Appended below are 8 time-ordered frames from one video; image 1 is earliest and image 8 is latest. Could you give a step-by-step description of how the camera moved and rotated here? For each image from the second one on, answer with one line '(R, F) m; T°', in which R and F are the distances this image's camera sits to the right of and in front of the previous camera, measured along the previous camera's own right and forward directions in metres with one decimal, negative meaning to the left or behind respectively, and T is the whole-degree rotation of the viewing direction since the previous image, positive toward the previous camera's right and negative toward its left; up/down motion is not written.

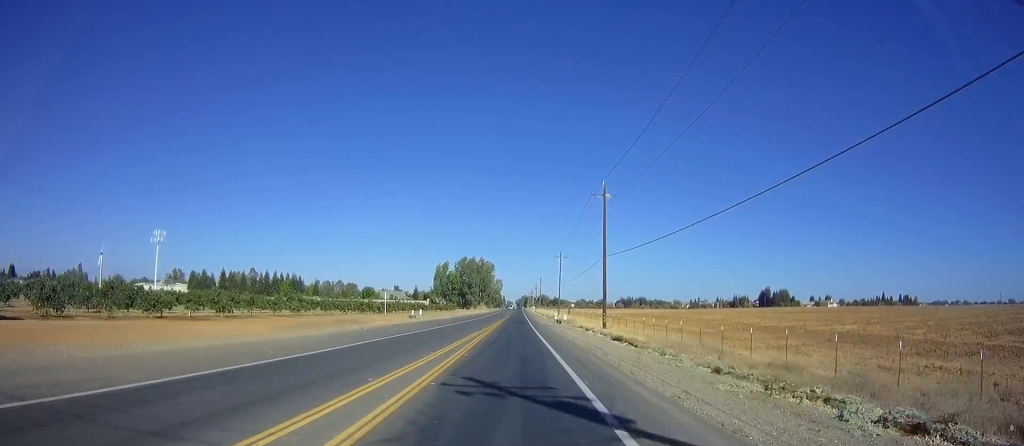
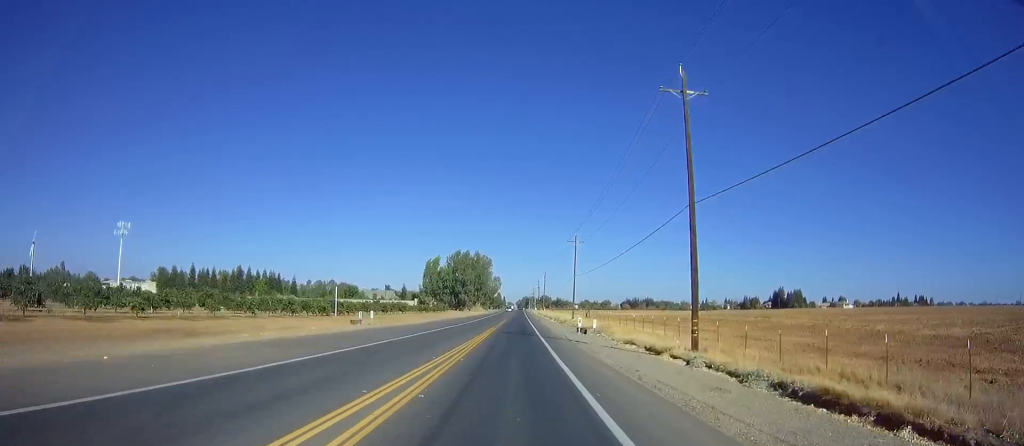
(0.0, +23.9) m; 0°
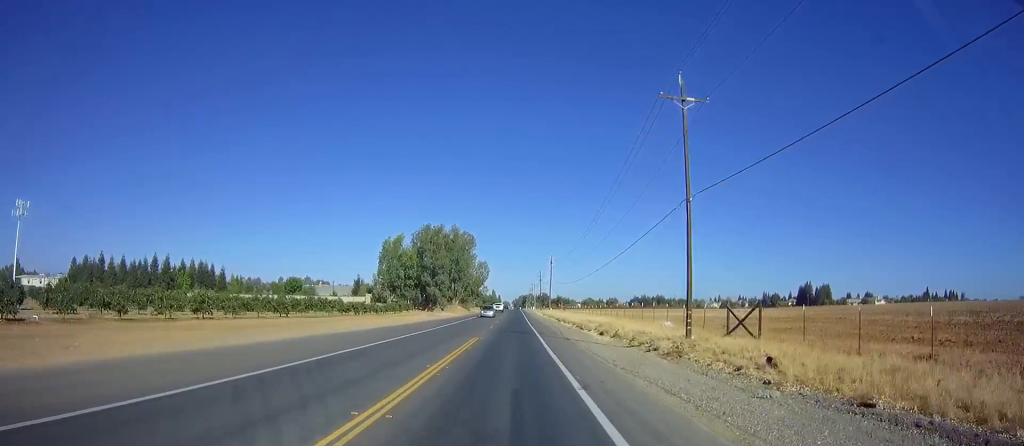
(+0.2, +50.5) m; 0°
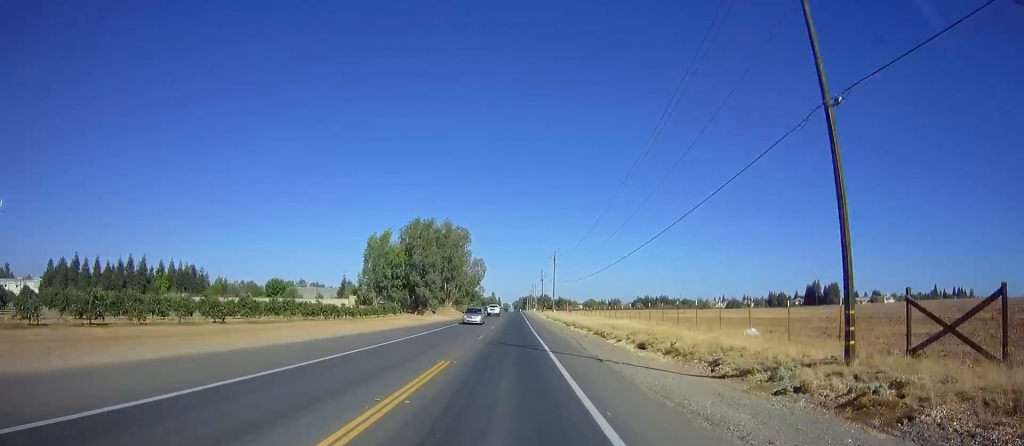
(0.0, +11.7) m; 0°
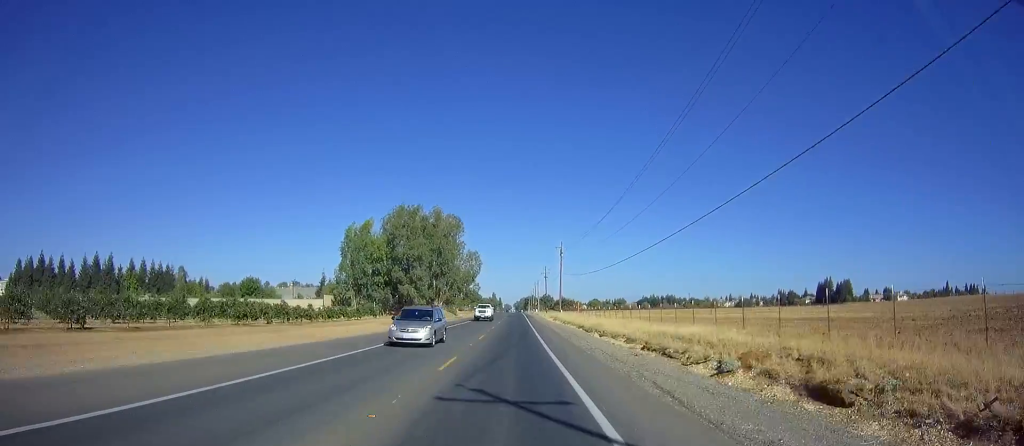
(-0.1, +15.0) m; 0°
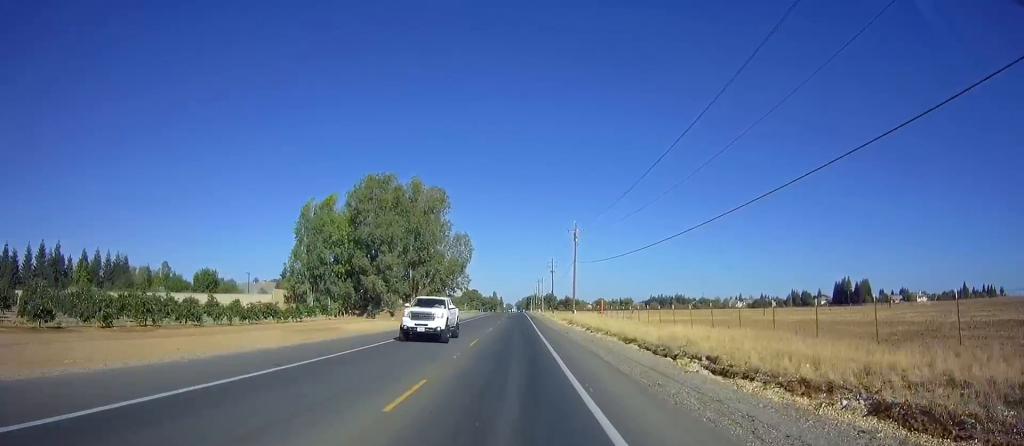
(0.0, +20.7) m; 0°
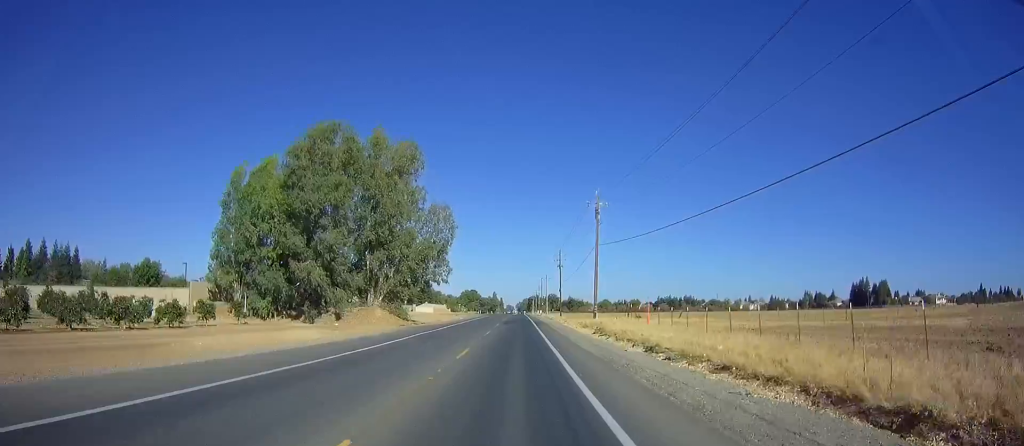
(0.0, +20.2) m; 0°
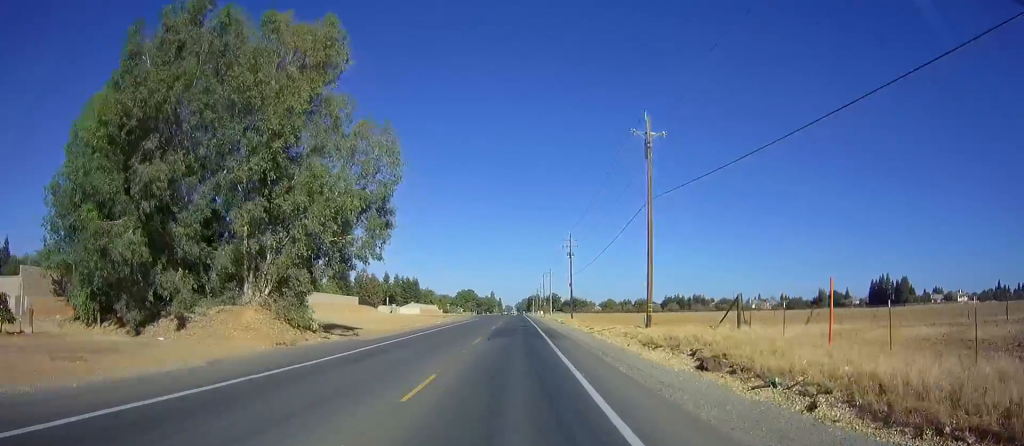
(+0.1, +22.9) m; 0°
